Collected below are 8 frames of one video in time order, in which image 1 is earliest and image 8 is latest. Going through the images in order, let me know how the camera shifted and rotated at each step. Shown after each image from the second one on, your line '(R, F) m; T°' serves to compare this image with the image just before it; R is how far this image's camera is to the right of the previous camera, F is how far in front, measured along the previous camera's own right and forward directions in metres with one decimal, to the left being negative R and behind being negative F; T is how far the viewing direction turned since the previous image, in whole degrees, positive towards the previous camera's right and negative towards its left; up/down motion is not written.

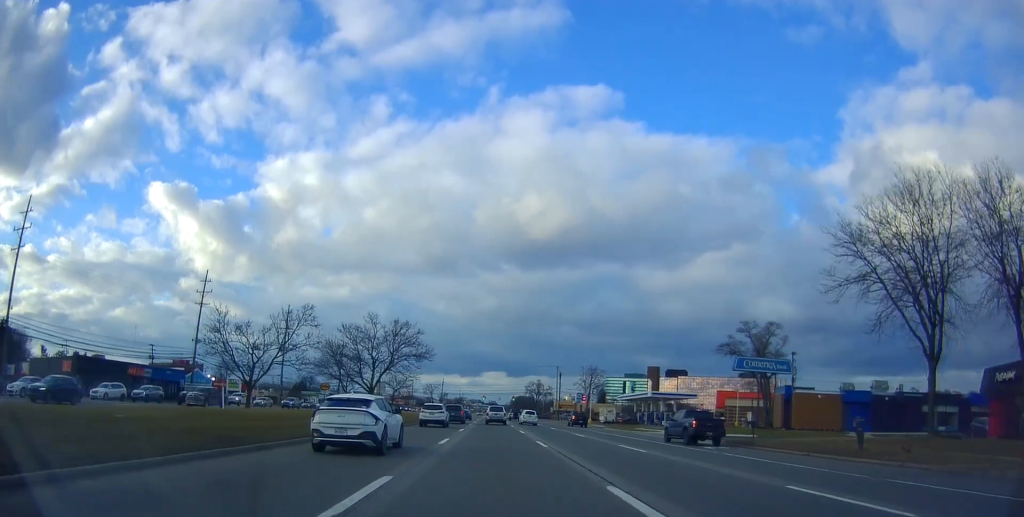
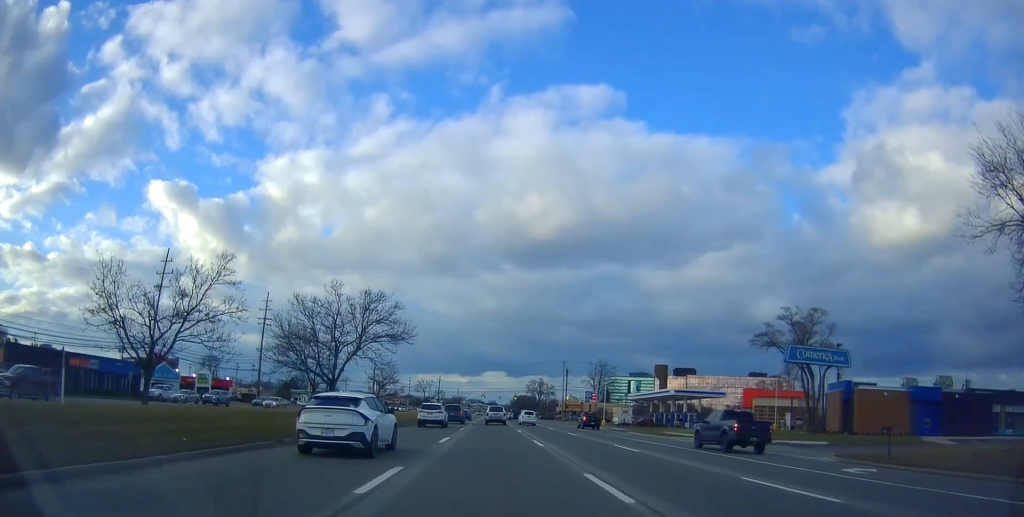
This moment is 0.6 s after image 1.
(-0.1, +13.0) m; 0°
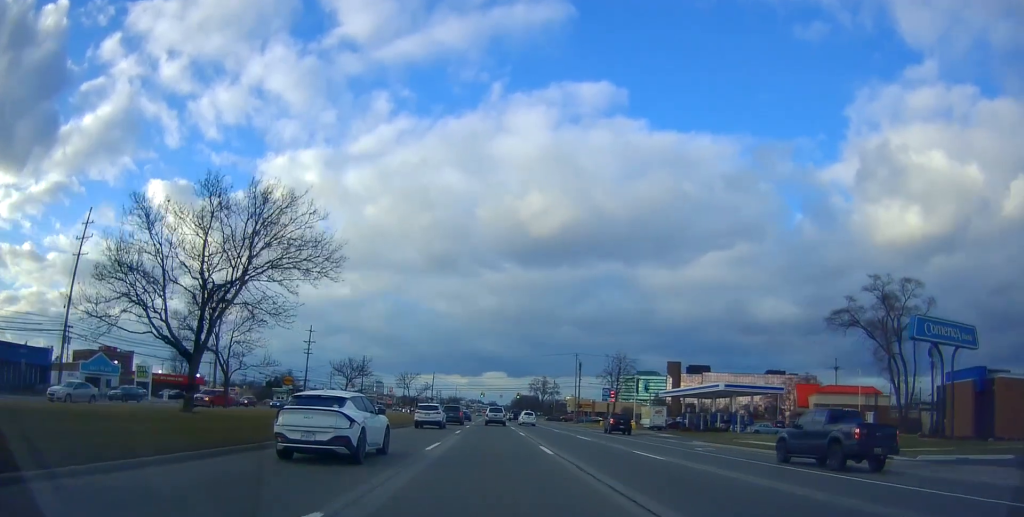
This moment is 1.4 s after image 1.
(-0.6, +19.9) m; 0°
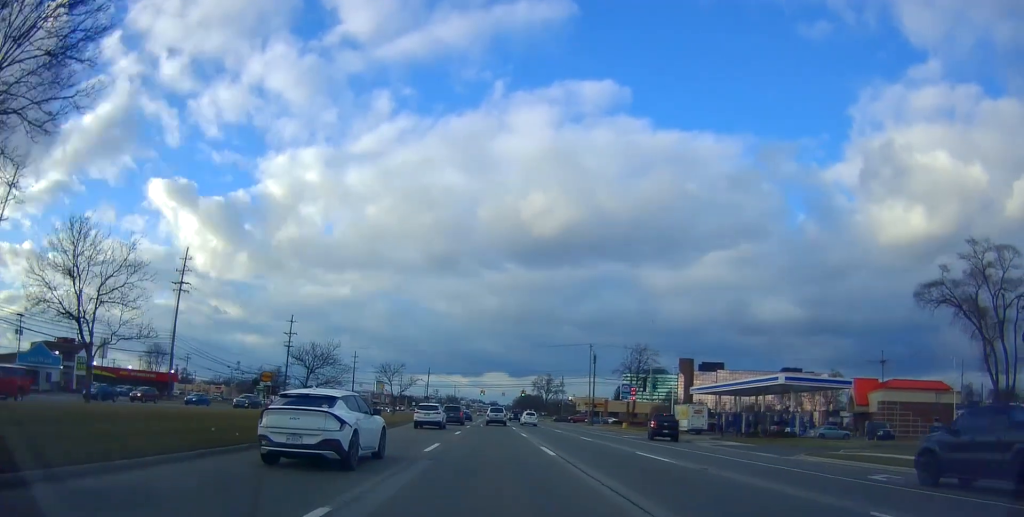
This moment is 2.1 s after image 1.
(+0.6, +15.3) m; +1°
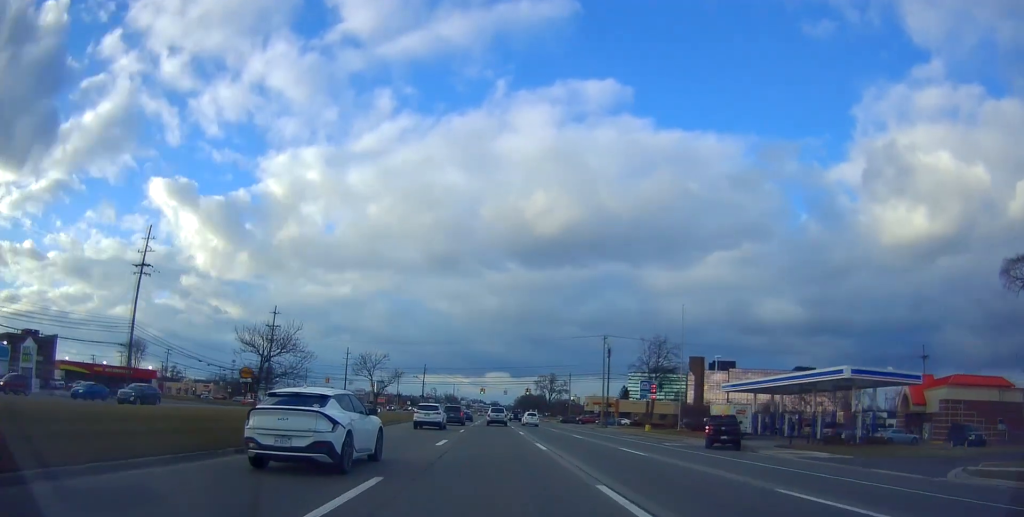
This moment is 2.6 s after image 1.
(0.0, +11.5) m; 0°
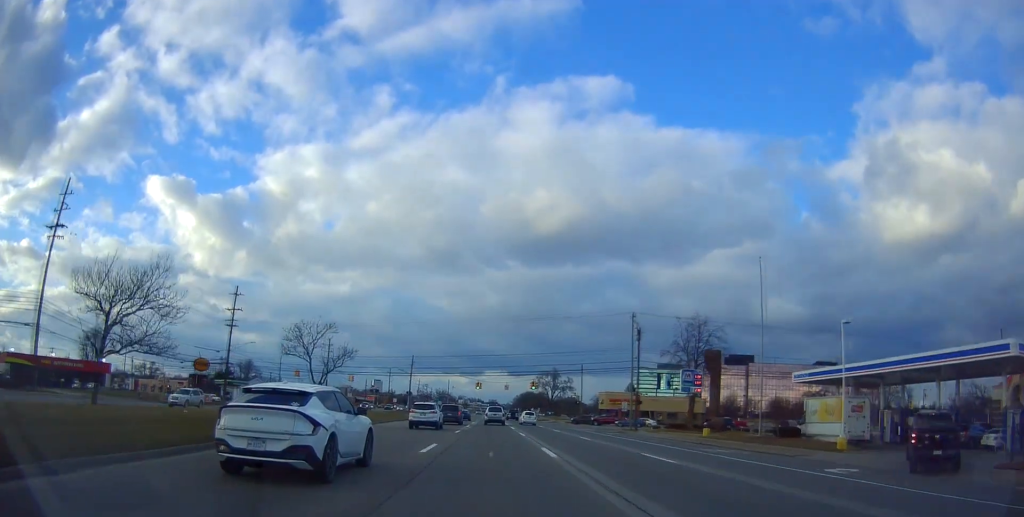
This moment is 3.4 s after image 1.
(-0.2, +19.1) m; 0°
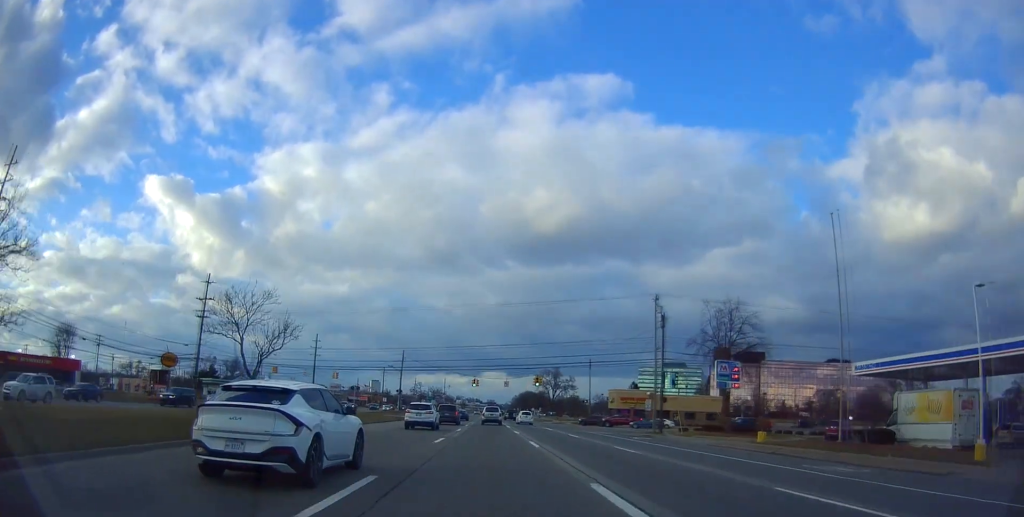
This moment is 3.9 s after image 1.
(+0.1, +10.7) m; 0°
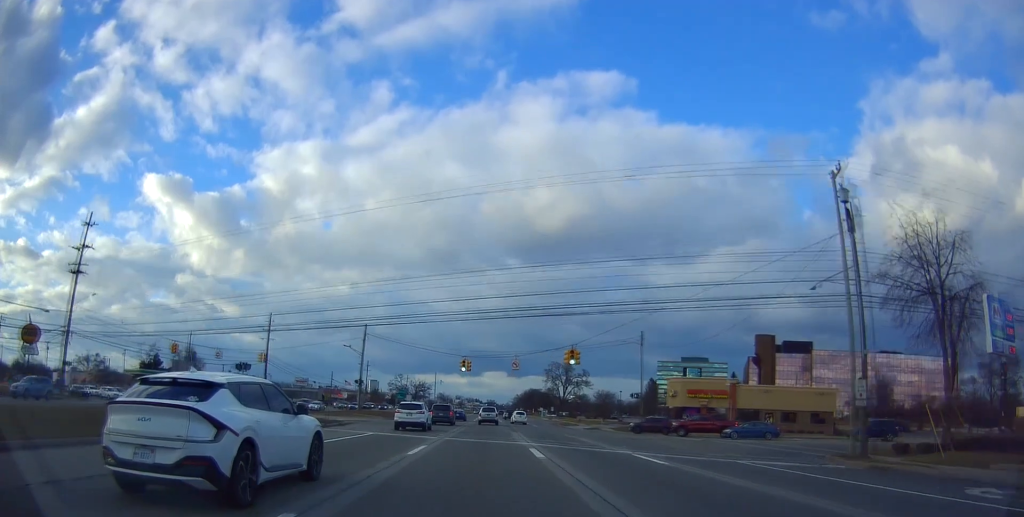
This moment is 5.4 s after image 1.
(0.0, +33.6) m; +1°
